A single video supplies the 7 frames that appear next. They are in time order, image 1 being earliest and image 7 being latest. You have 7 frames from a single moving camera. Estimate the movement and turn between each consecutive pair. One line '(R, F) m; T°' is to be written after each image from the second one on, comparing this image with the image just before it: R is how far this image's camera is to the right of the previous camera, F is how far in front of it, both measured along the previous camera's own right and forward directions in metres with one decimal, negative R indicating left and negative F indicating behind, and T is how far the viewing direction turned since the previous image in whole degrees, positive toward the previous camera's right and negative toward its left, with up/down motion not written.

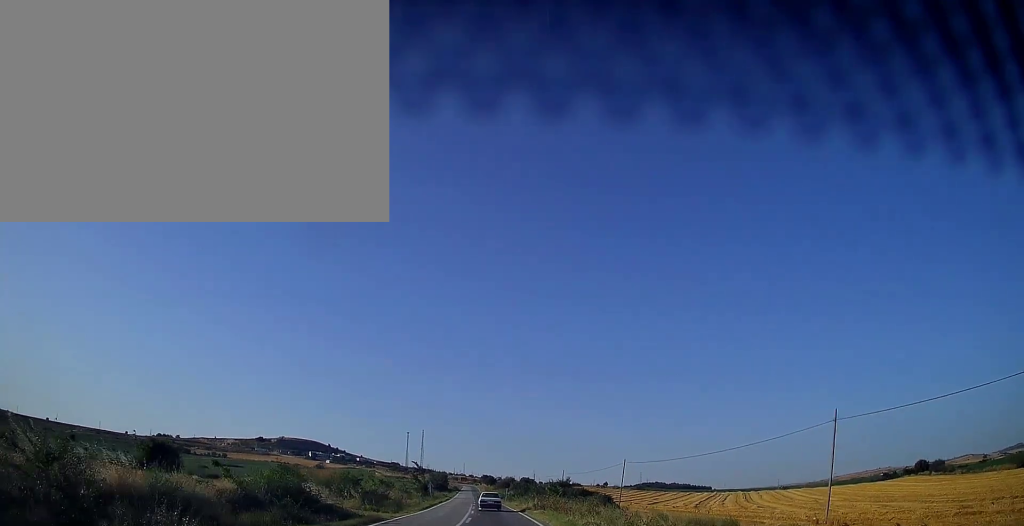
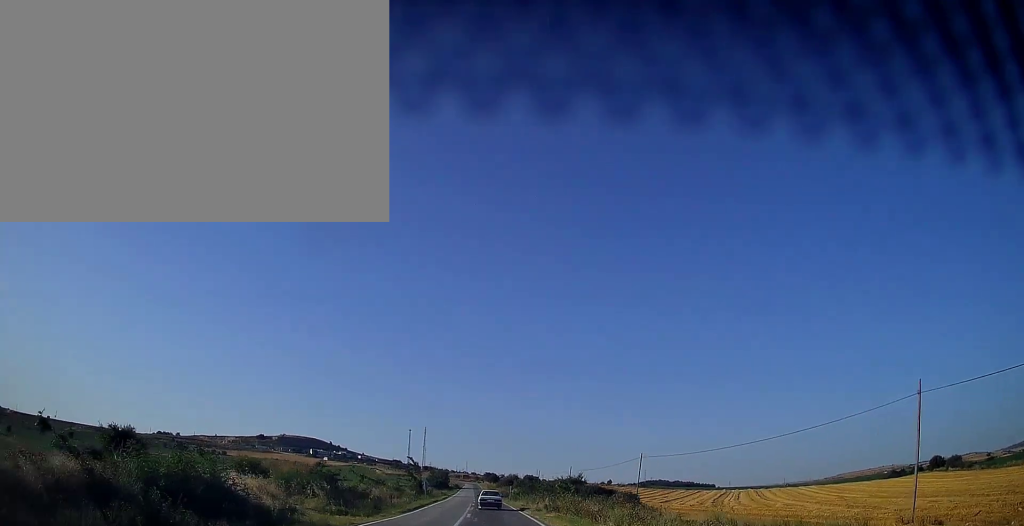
(0.0, +8.7) m; 0°
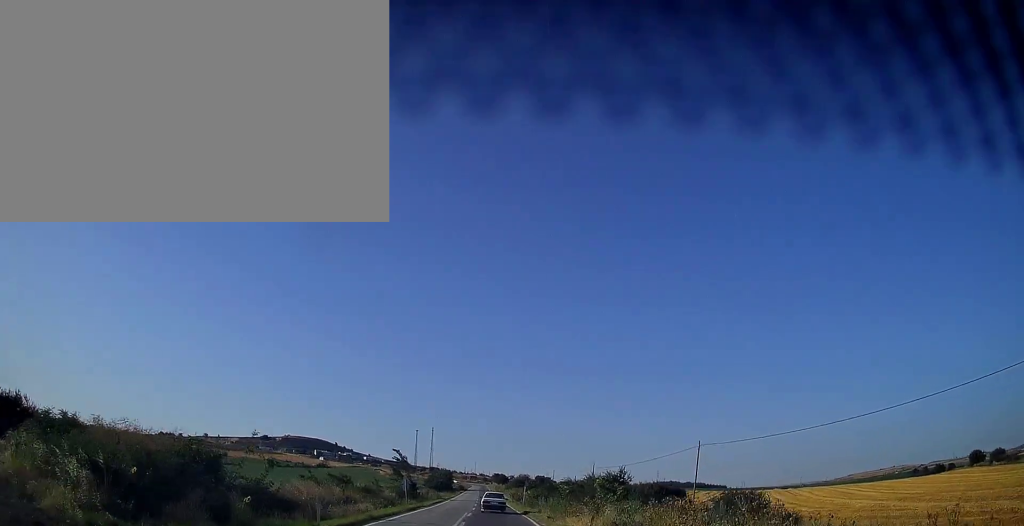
(-0.1, +19.2) m; -1°
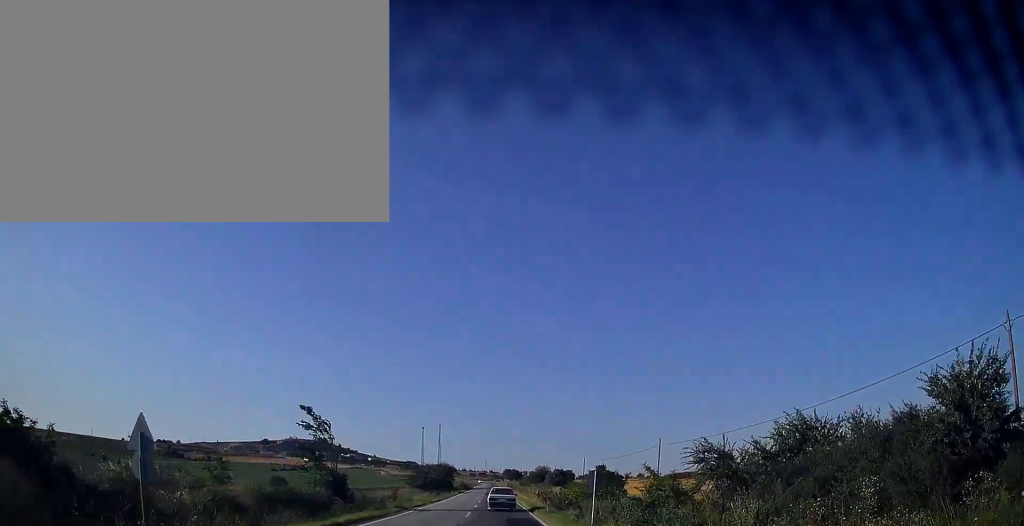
(-0.6, +39.4) m; -1°
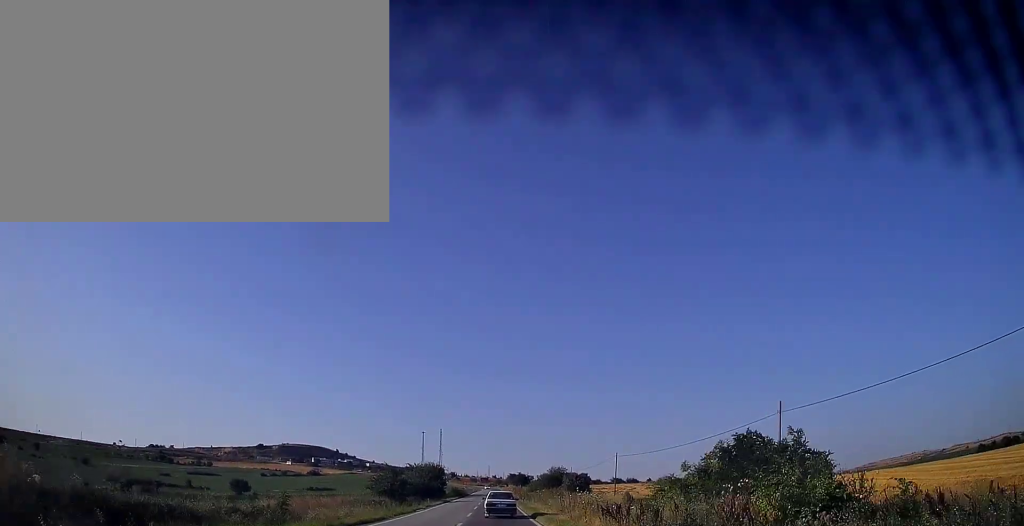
(+0.1, +30.1) m; -1°
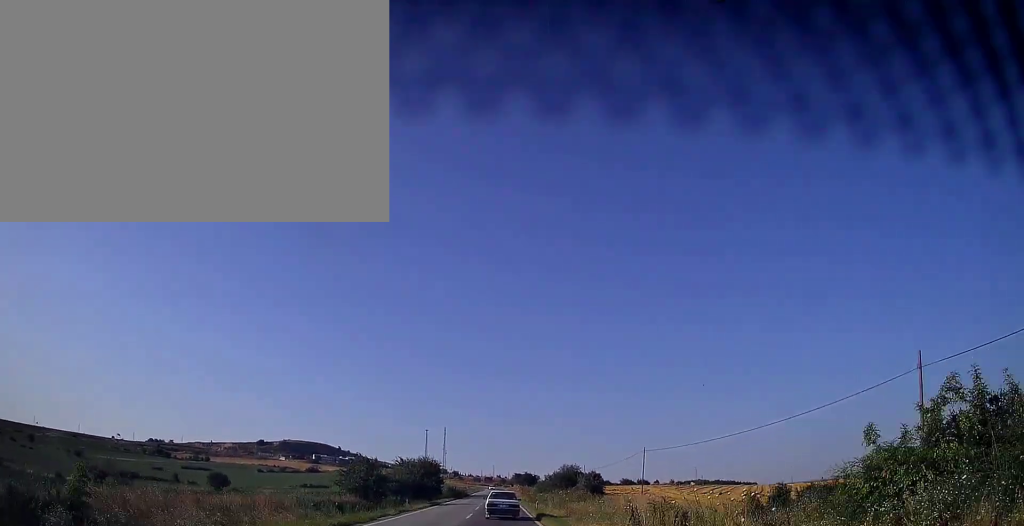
(-0.2, +13.9) m; -1°
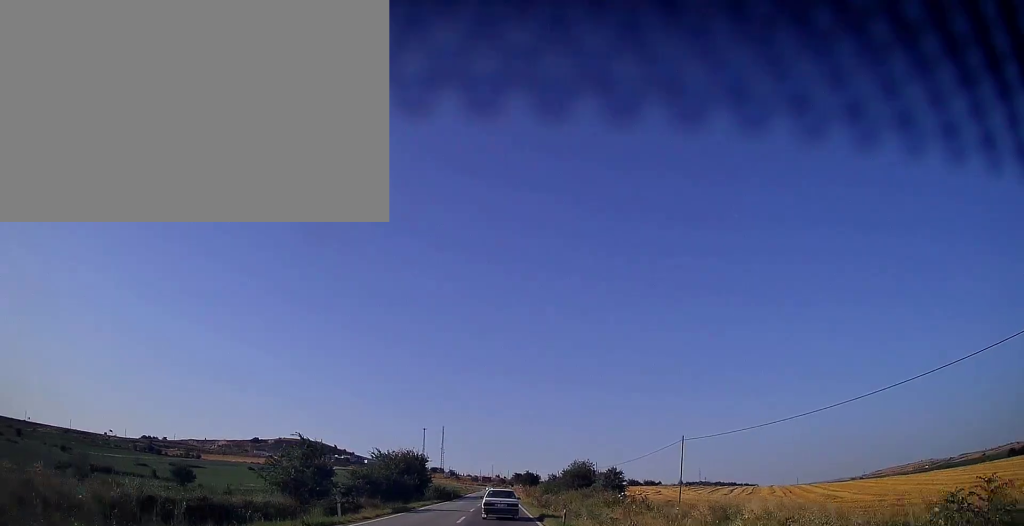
(-0.1, +16.6) m; 0°
